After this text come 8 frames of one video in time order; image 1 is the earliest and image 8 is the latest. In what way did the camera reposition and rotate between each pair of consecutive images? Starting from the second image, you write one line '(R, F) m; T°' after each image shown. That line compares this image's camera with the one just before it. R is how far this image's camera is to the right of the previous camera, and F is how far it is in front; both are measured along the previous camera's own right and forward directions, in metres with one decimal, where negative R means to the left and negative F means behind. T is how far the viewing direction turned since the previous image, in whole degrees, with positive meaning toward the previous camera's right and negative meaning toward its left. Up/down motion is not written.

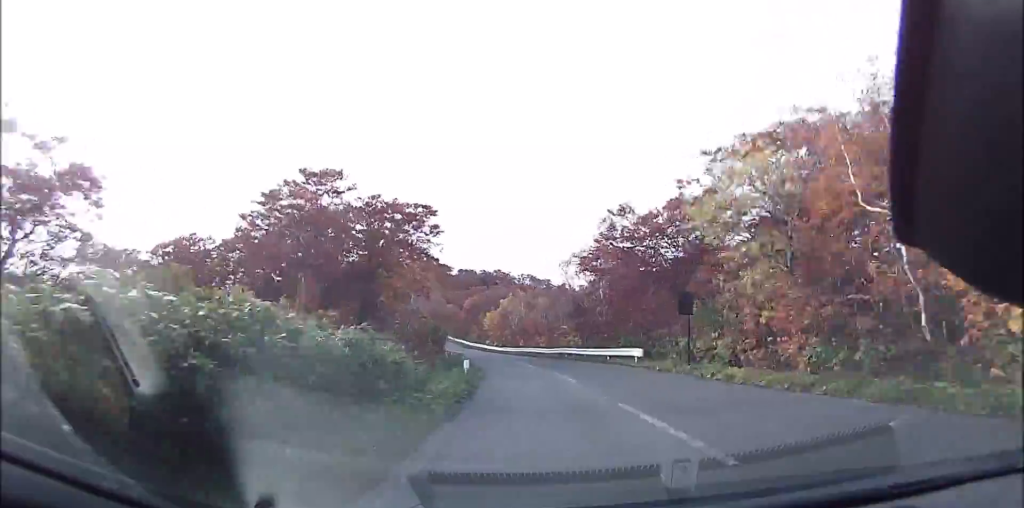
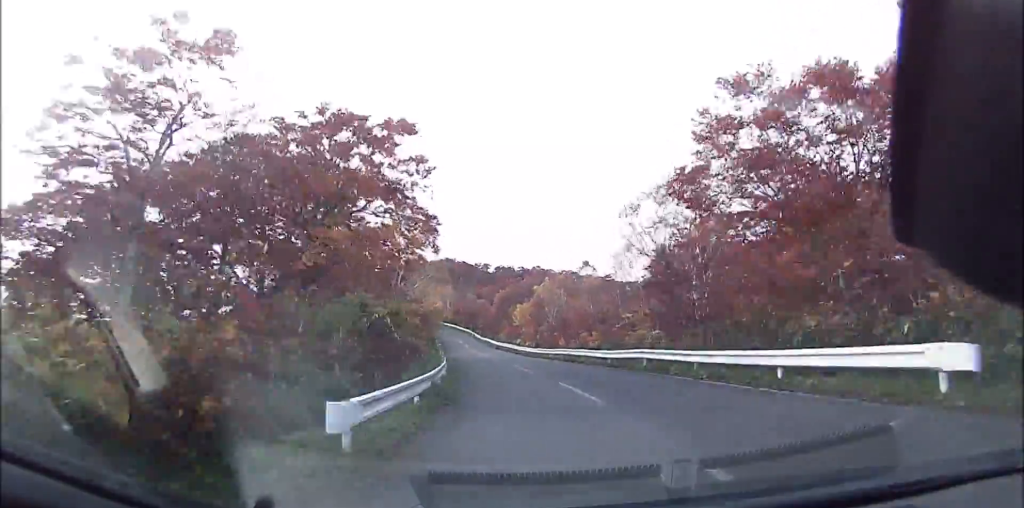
(-1.9, +15.6) m; -10°
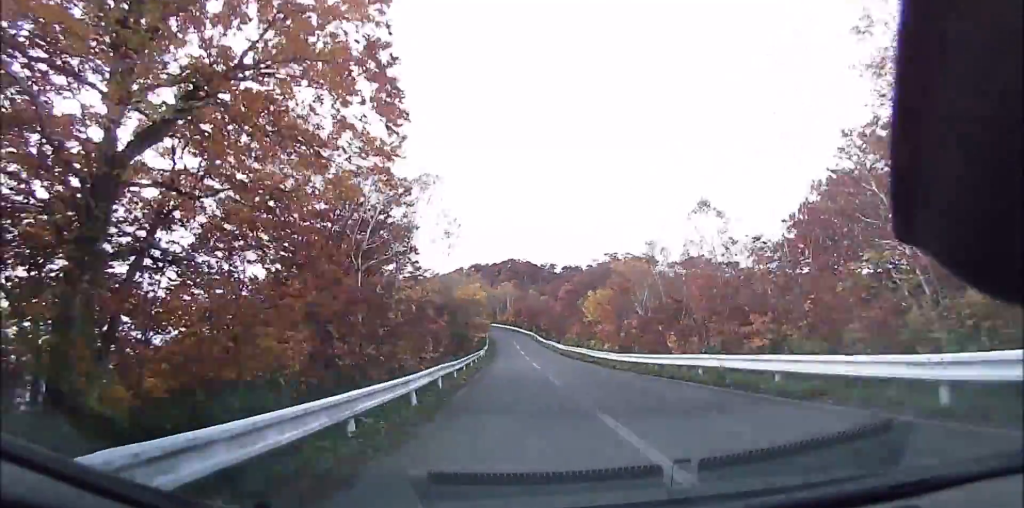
(-1.3, +15.6) m; -8°
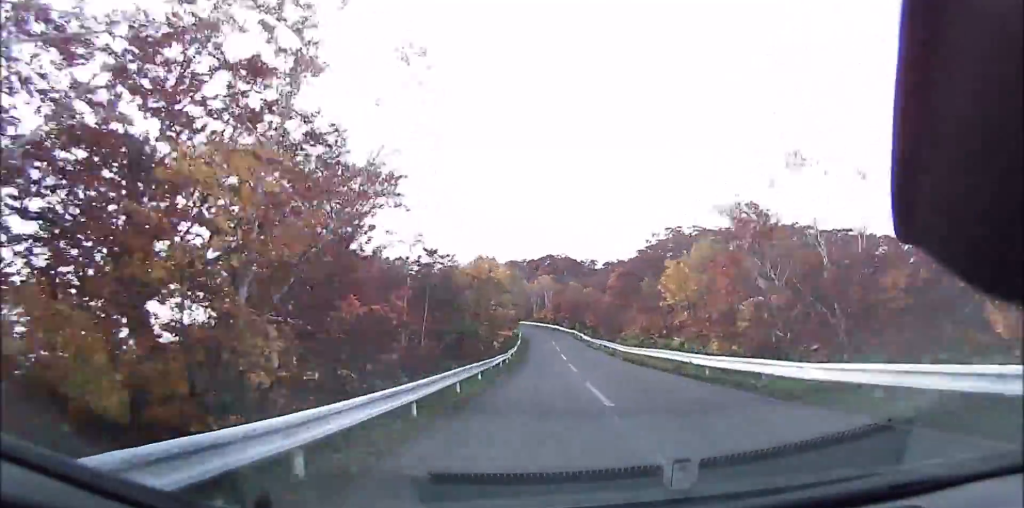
(-1.4, +14.1) m; -5°
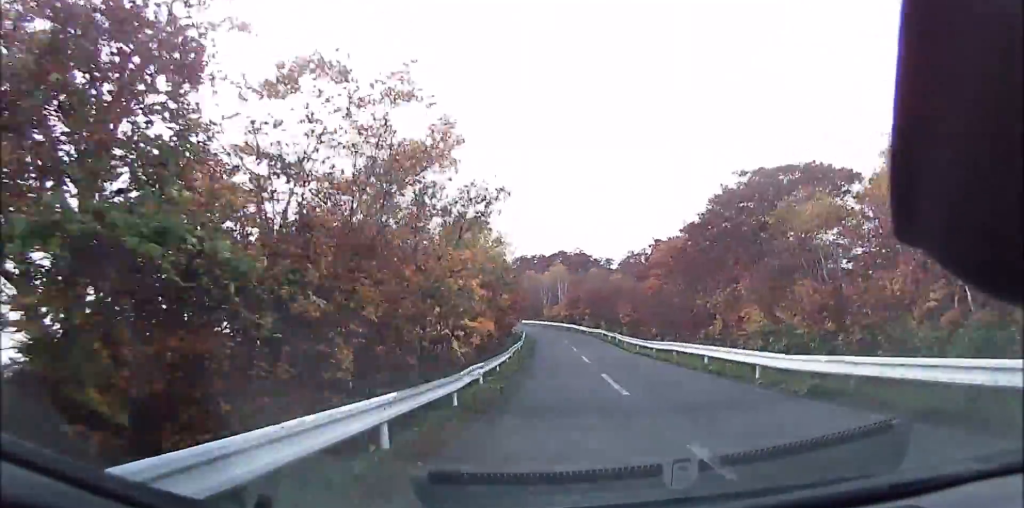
(-0.4, +17.8) m; -1°
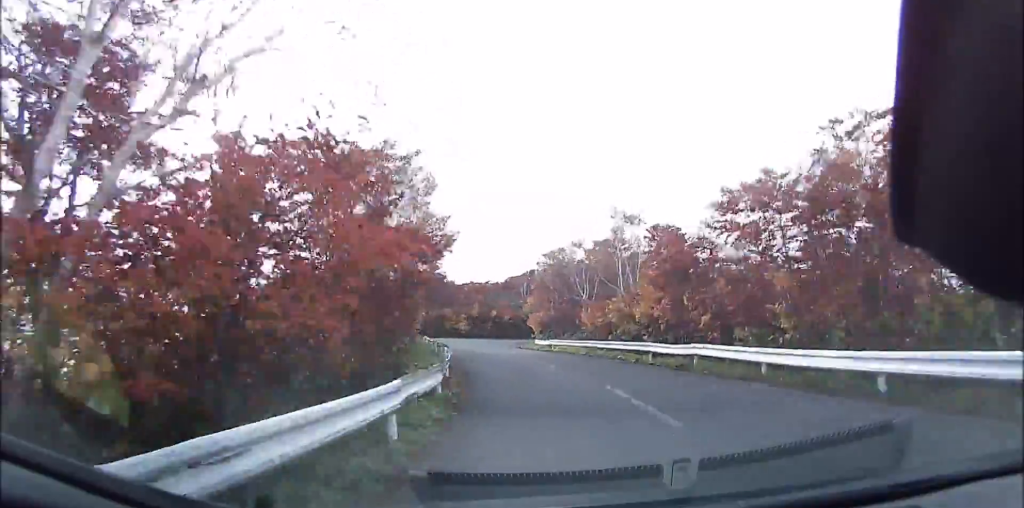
(+0.1, +41.6) m; -3°
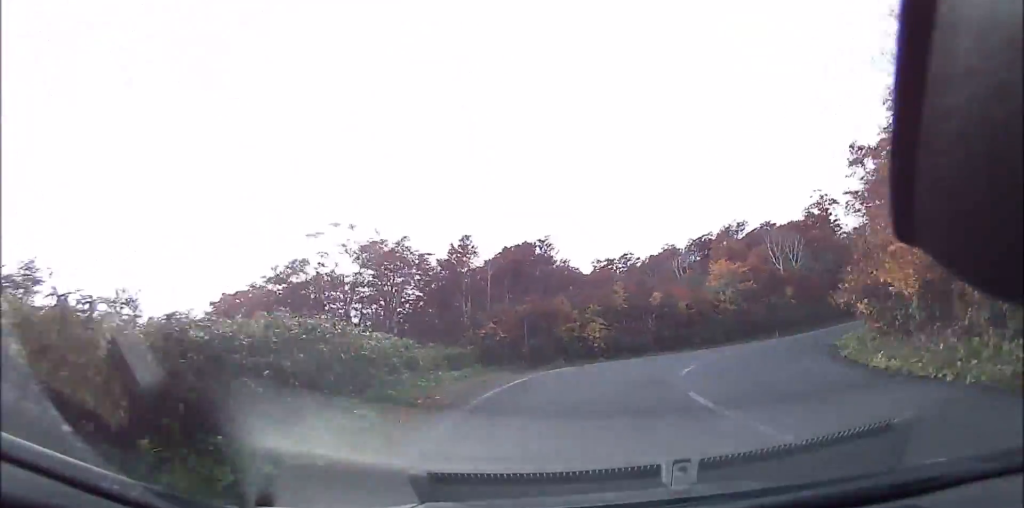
(-4.4, +36.2) m; -7°
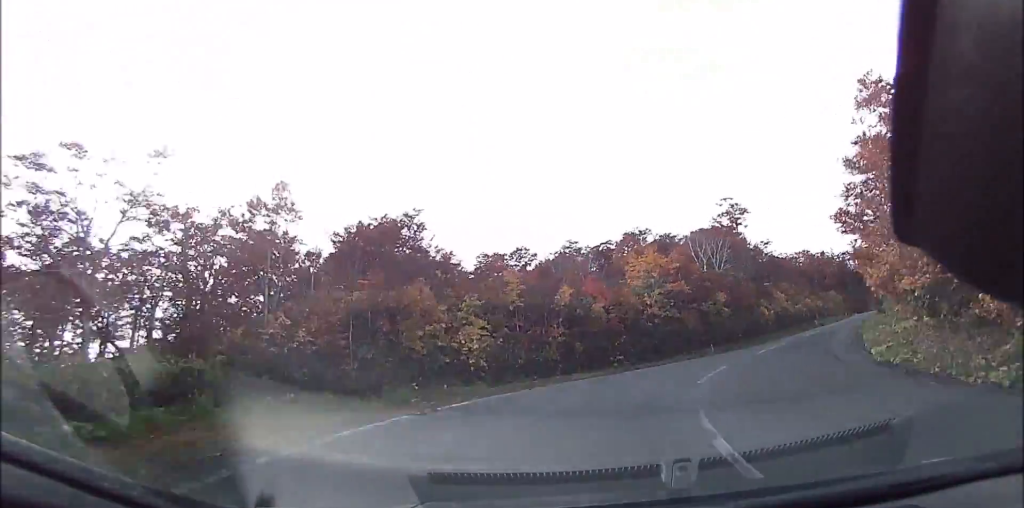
(-1.0, +11.6) m; +7°
